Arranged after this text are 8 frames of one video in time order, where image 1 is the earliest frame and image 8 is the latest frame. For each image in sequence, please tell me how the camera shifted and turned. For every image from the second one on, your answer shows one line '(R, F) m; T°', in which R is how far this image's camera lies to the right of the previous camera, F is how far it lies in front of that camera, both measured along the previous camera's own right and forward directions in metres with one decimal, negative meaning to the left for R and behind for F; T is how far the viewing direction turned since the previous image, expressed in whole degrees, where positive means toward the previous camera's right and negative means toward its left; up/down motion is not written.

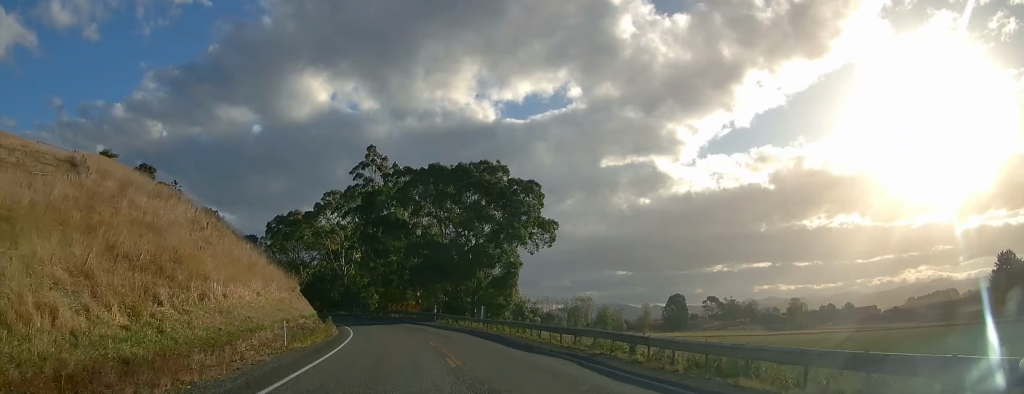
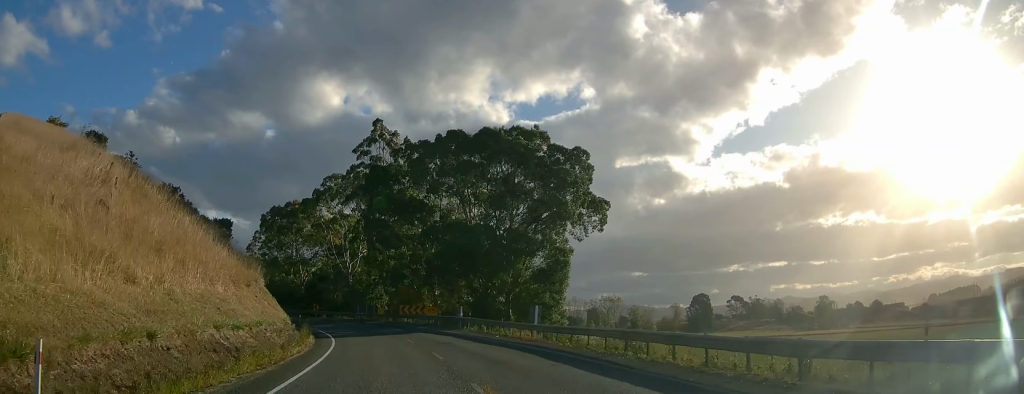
(-0.2, +17.7) m; -1°
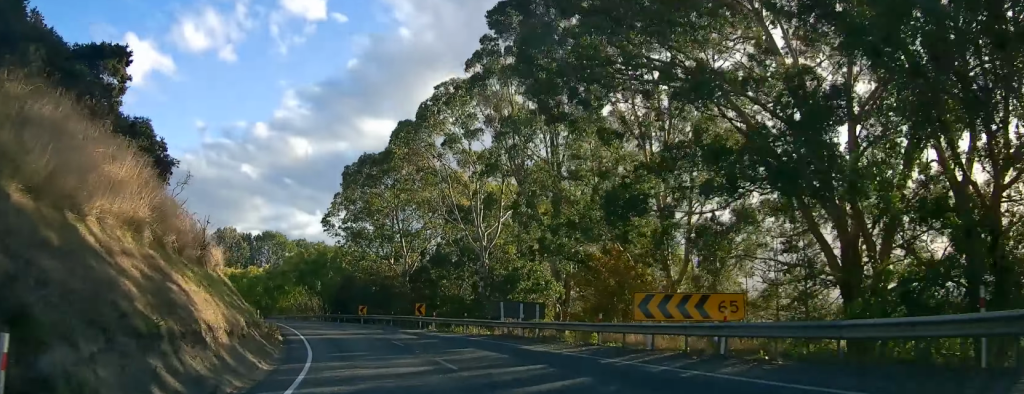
(-3.8, +43.9) m; -11°
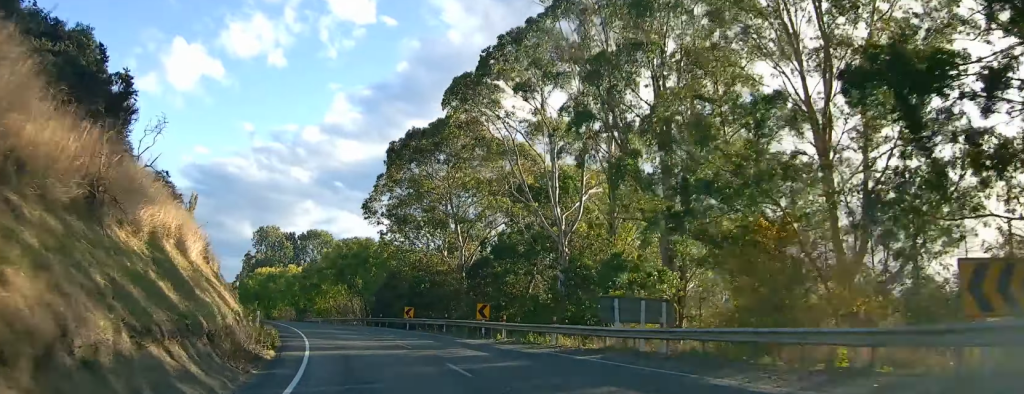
(+0.2, +11.8) m; -3°
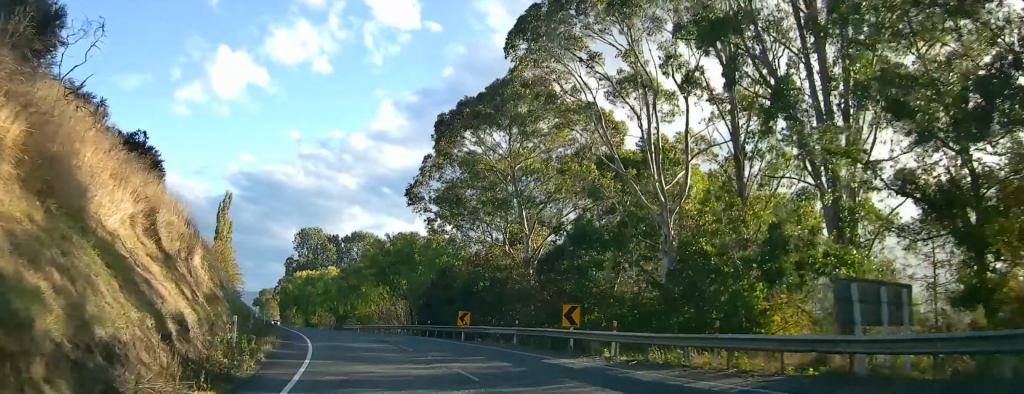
(-0.6, +10.4) m; -5°
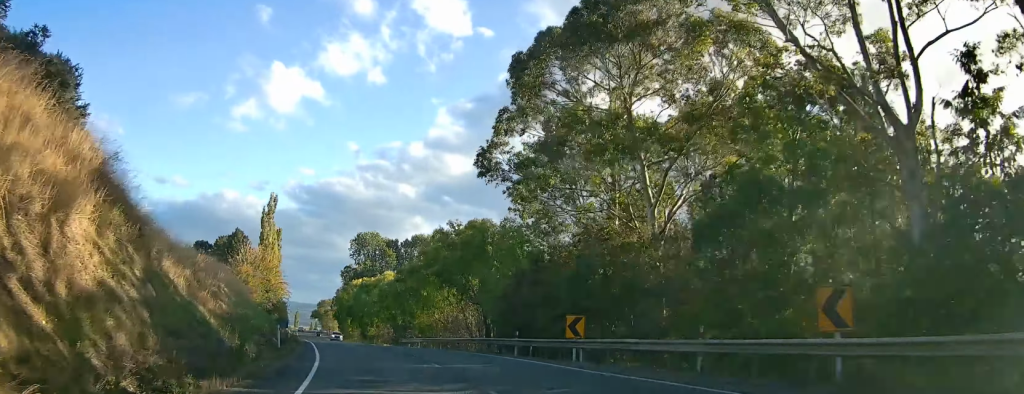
(-0.9, +13.8) m; -7°
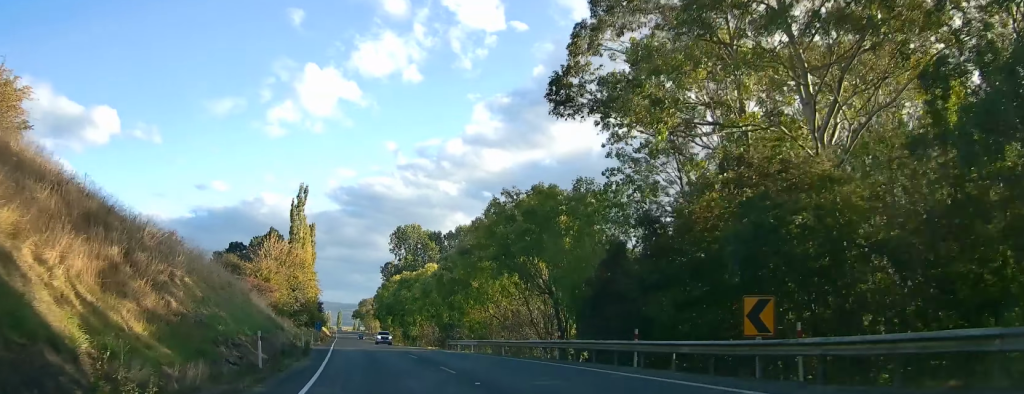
(-0.4, +11.4) m; -6°
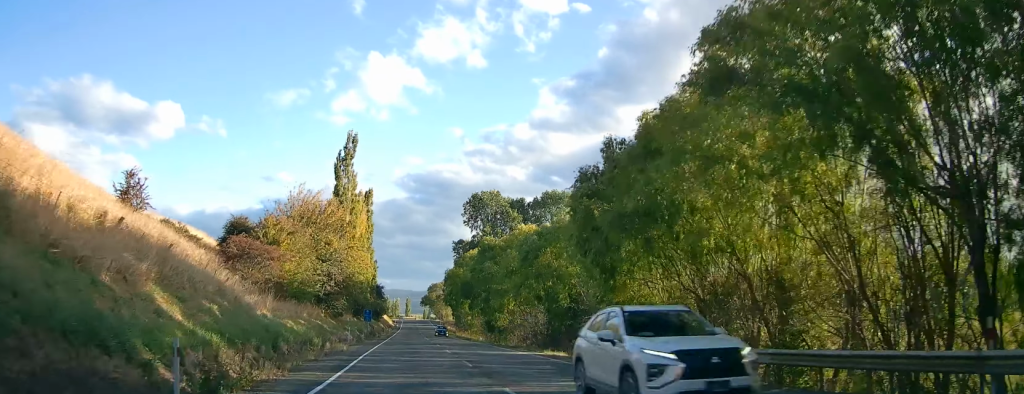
(-2.4, +27.6) m; -6°
